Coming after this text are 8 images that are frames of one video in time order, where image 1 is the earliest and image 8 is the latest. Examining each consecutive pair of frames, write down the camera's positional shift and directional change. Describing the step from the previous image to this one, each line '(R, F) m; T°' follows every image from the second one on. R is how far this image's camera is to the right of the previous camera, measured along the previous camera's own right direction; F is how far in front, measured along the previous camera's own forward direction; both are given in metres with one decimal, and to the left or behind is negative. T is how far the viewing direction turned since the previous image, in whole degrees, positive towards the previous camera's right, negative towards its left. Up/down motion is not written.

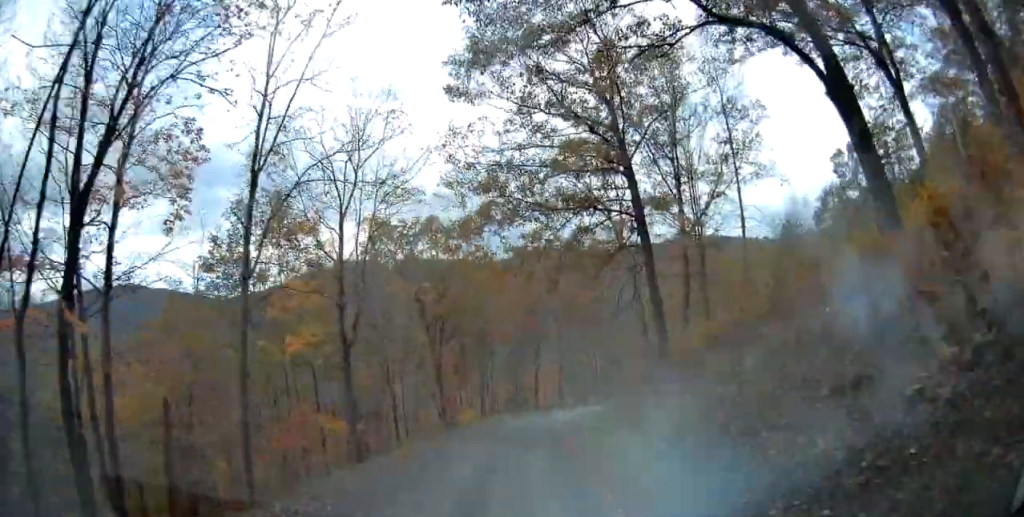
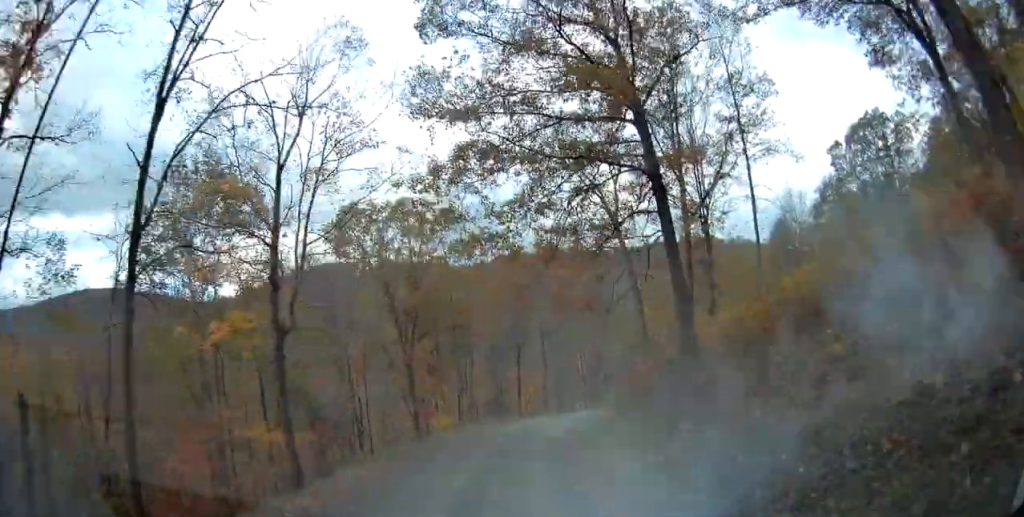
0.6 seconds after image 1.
(+0.2, +5.9) m; +3°
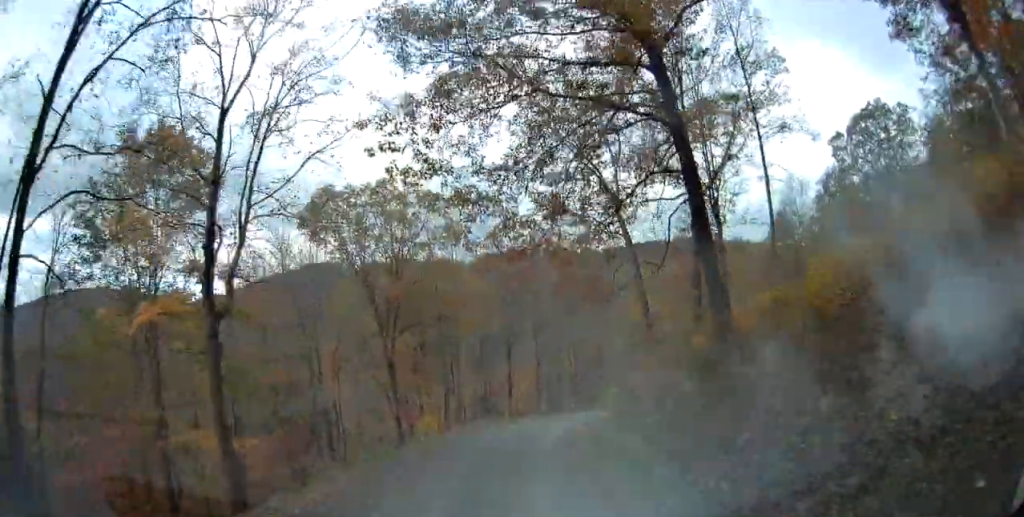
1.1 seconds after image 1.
(+0.1, +4.1) m; +2°
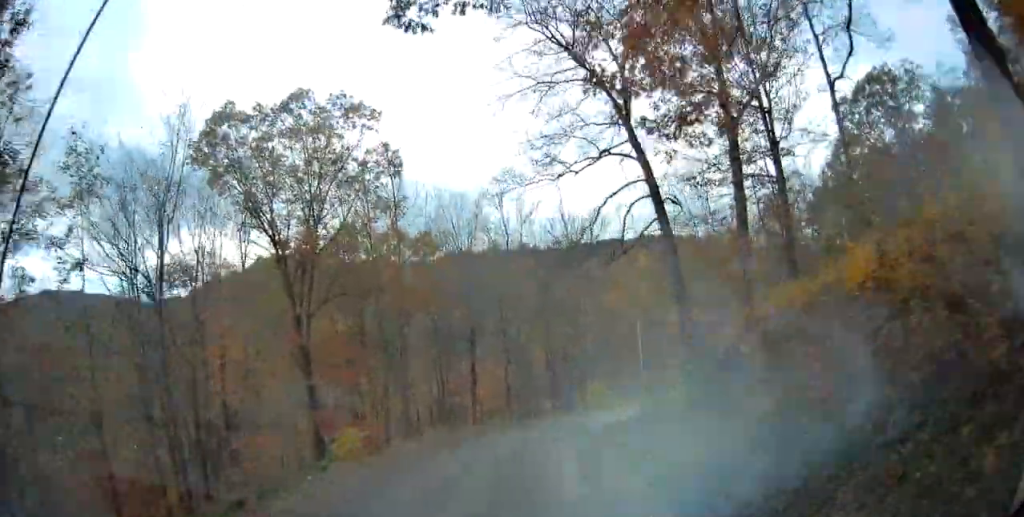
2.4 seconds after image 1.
(+0.5, +12.0) m; +4°
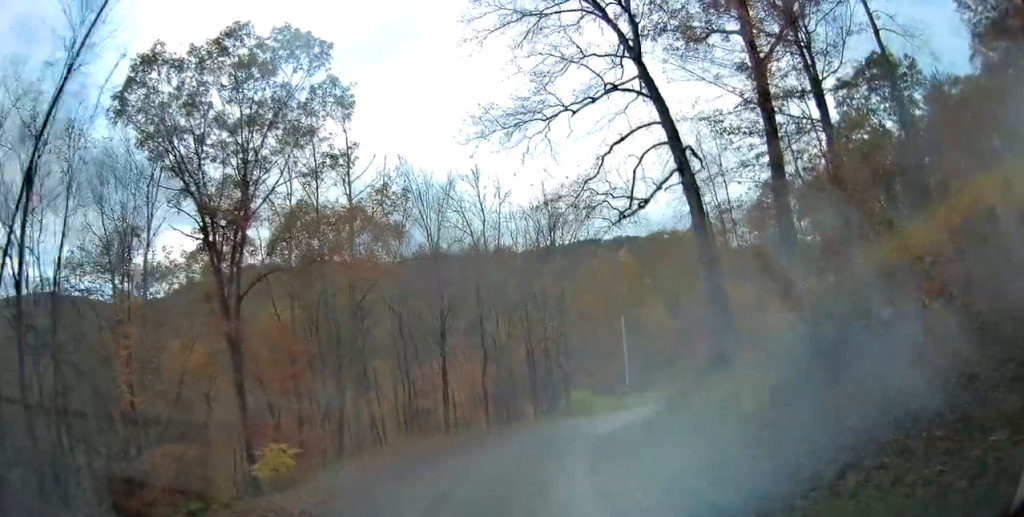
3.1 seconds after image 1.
(0.0, +5.7) m; +2°
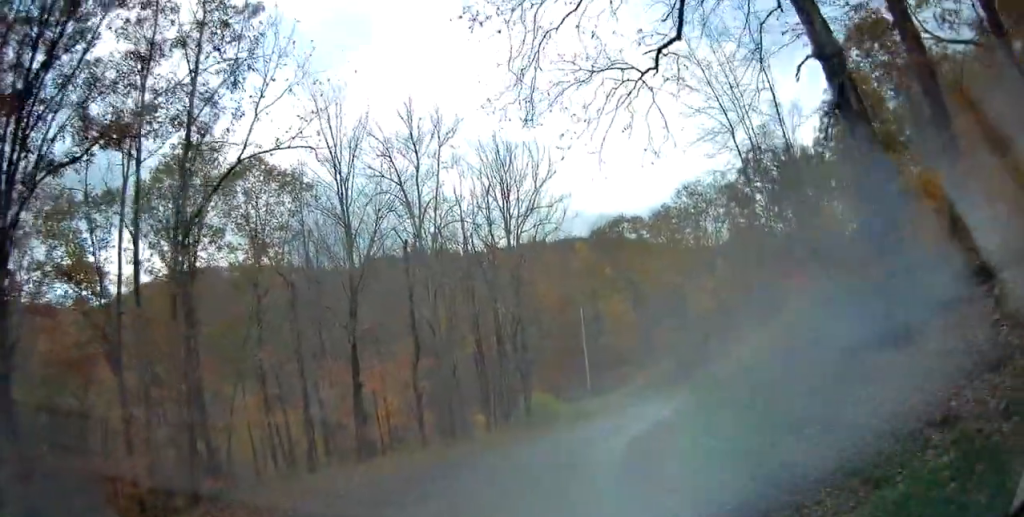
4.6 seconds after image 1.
(+0.6, +10.6) m; +5°
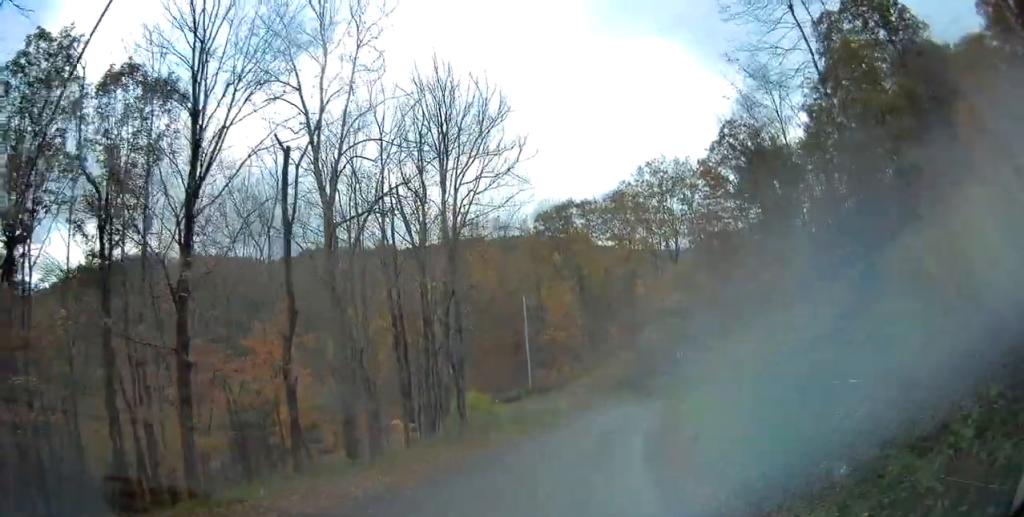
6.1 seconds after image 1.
(+0.6, +9.5) m; +11°
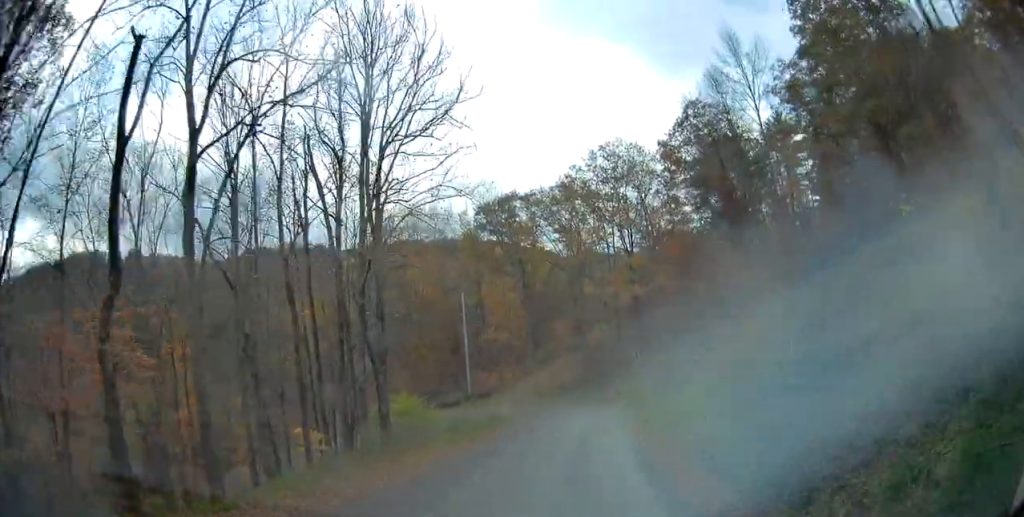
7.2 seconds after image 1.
(+0.5, +6.8) m; +6°
